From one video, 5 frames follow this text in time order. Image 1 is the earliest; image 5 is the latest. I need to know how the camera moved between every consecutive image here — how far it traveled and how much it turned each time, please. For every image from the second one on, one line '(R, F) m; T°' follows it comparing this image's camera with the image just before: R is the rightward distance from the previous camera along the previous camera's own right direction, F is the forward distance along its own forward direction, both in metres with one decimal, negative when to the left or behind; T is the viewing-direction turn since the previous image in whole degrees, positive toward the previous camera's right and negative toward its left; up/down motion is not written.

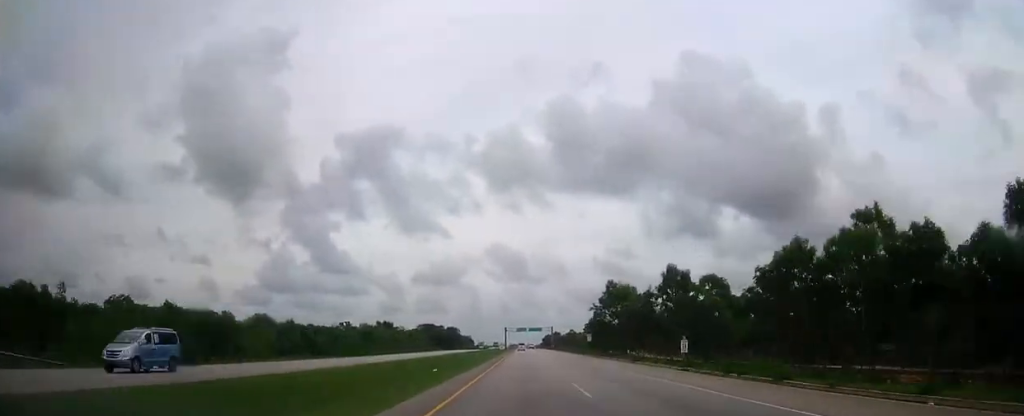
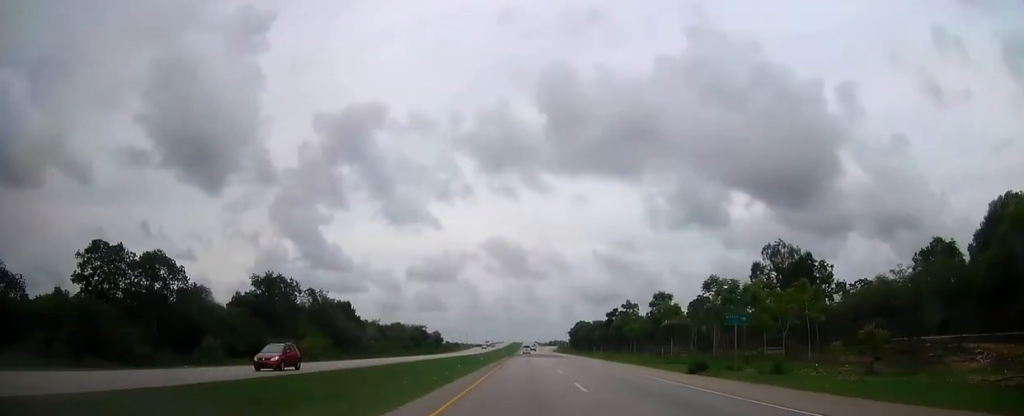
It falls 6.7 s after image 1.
(-0.8, +214.0) m; 0°
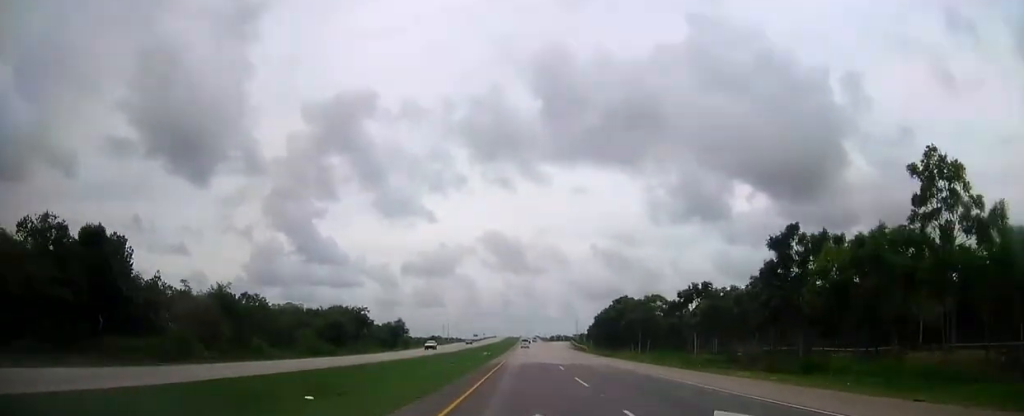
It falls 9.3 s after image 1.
(0.0, +82.6) m; 0°
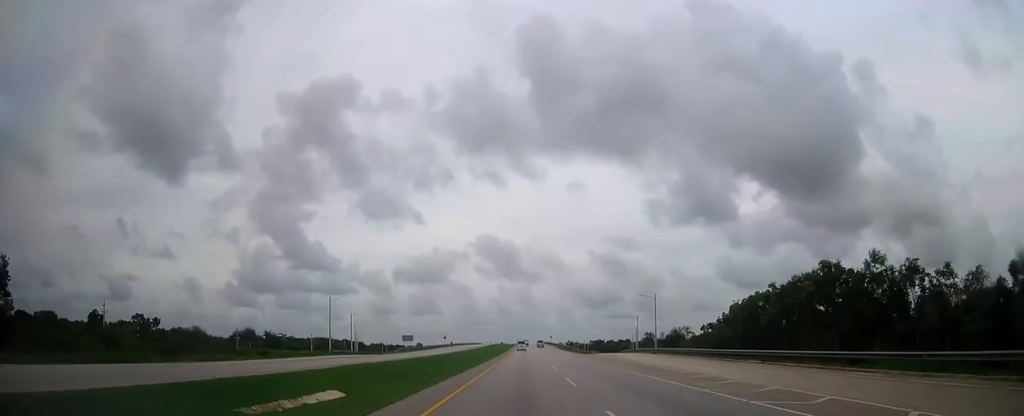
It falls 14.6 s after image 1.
(+0.3, +168.3) m; 0°
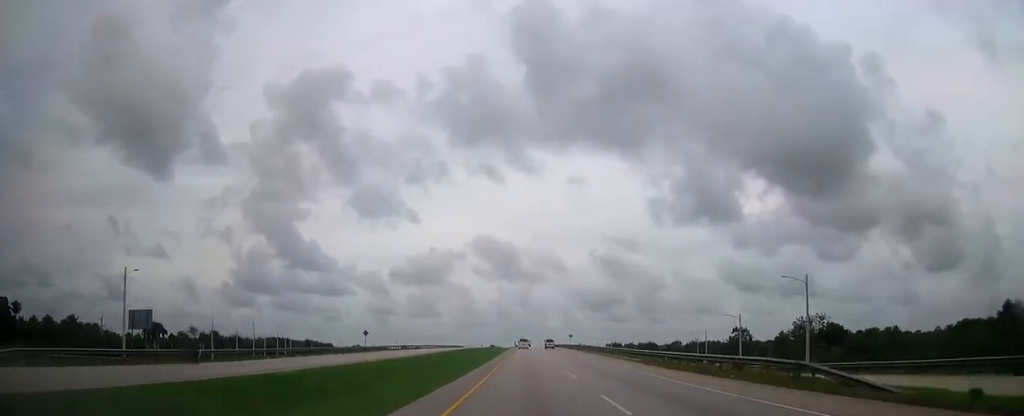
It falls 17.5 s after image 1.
(-0.2, +92.2) m; 0°
